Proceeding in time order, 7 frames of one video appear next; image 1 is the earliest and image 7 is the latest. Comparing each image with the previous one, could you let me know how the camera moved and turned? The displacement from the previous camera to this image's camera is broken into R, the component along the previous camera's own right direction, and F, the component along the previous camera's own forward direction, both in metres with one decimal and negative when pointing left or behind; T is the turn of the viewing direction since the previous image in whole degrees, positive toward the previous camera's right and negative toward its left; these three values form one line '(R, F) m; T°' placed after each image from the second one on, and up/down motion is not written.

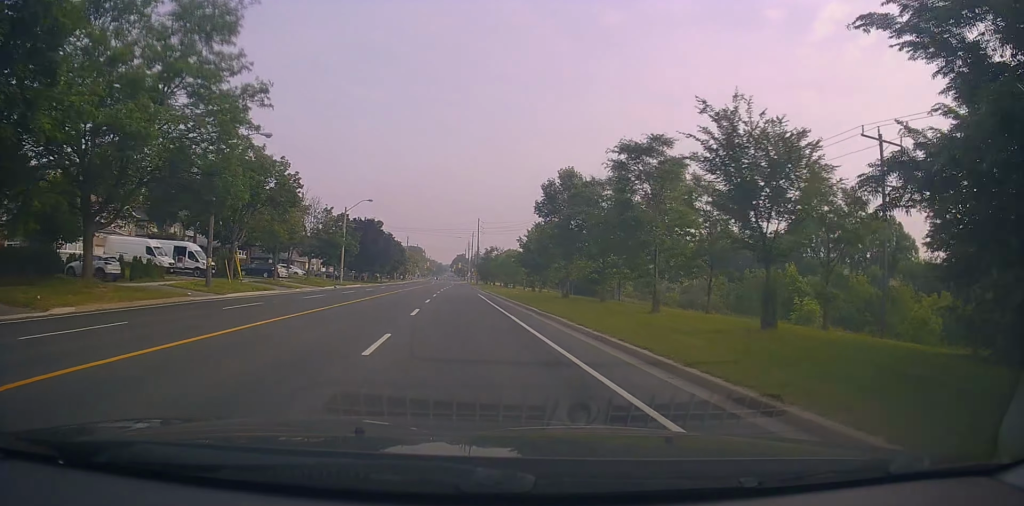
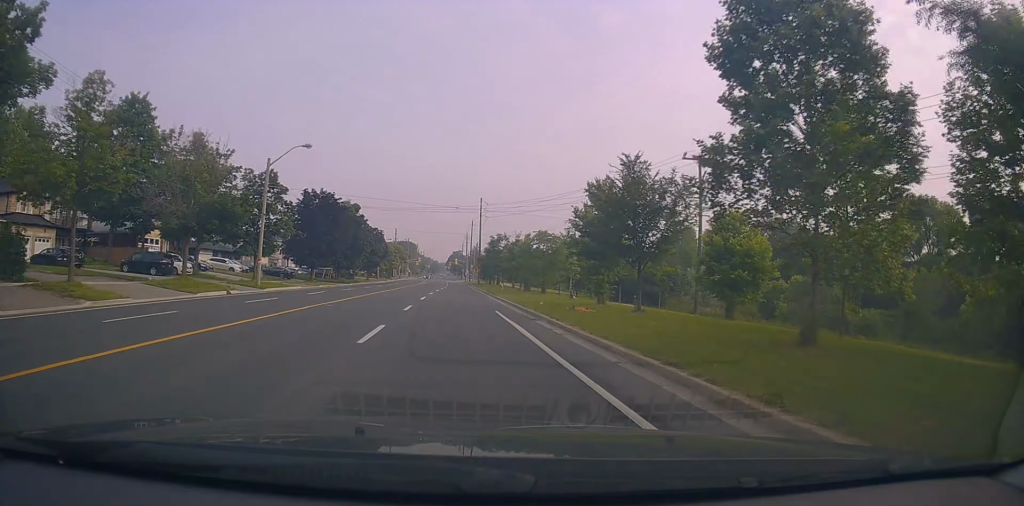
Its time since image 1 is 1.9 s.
(-0.1, +26.6) m; +1°
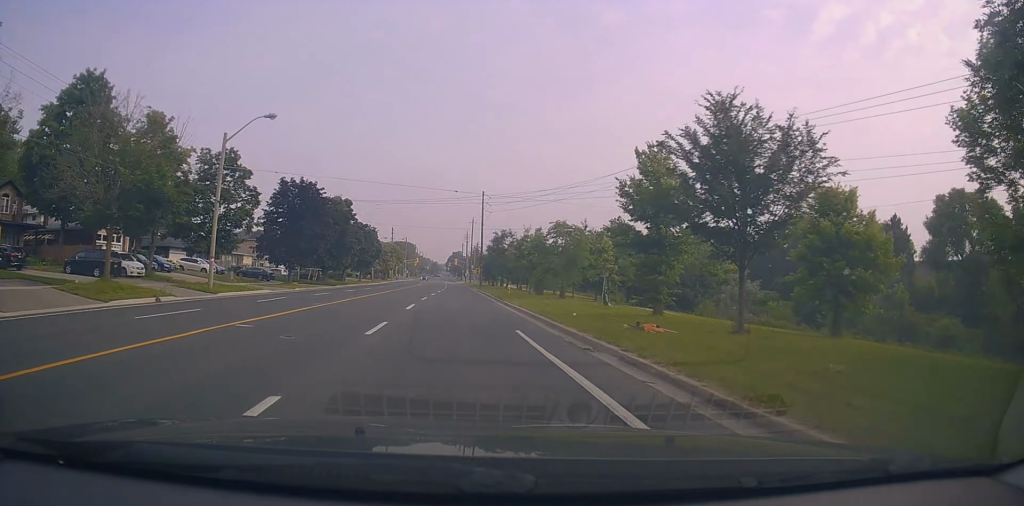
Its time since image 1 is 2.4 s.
(+0.1, +7.9) m; 0°
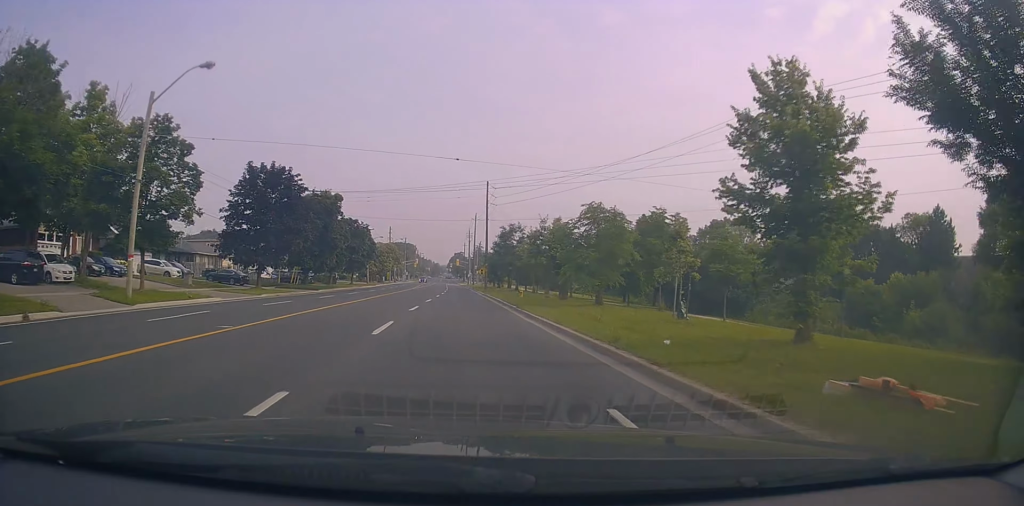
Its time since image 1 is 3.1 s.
(0.0, +8.8) m; 0°
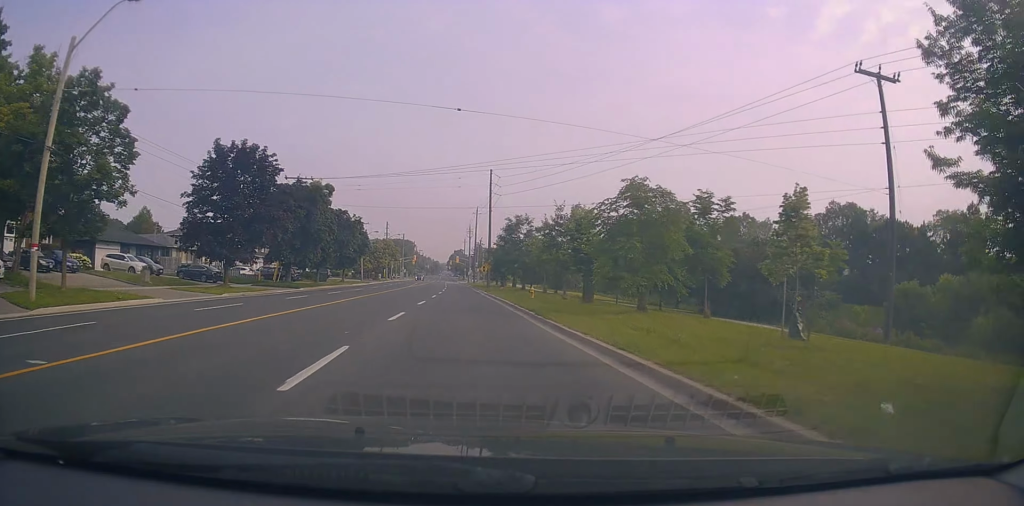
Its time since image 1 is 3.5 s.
(0.0, +6.4) m; +1°
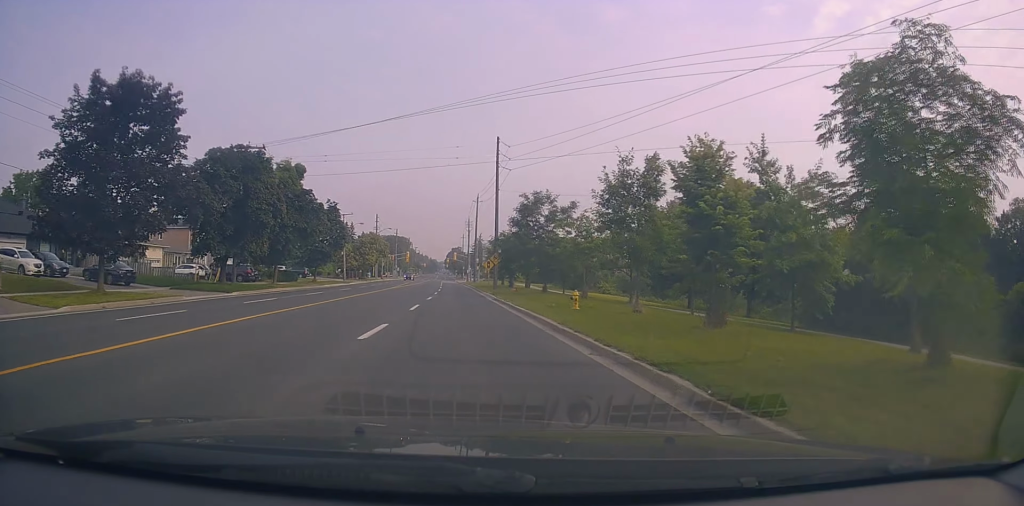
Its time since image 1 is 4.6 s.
(+0.2, +14.2) m; 0°
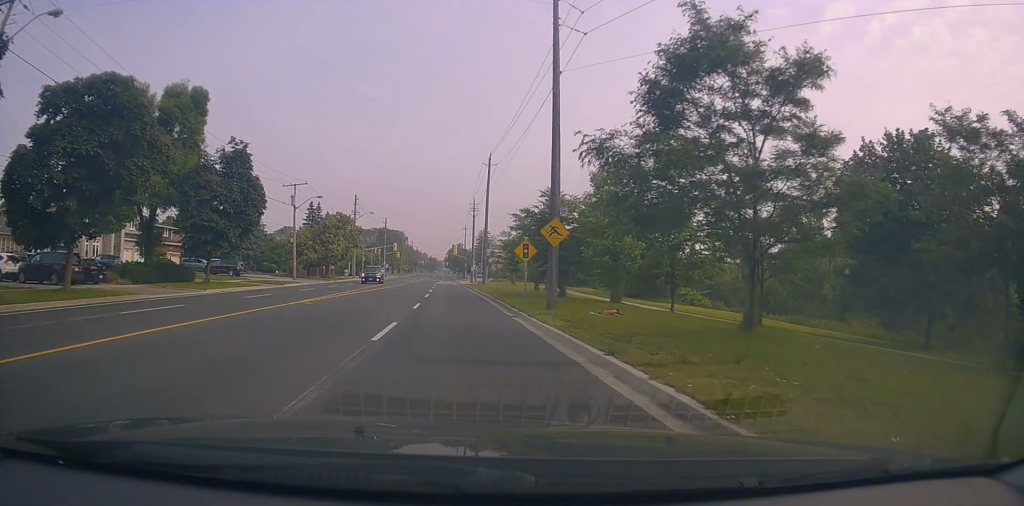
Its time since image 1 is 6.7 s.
(-0.5, +28.4) m; 0°
